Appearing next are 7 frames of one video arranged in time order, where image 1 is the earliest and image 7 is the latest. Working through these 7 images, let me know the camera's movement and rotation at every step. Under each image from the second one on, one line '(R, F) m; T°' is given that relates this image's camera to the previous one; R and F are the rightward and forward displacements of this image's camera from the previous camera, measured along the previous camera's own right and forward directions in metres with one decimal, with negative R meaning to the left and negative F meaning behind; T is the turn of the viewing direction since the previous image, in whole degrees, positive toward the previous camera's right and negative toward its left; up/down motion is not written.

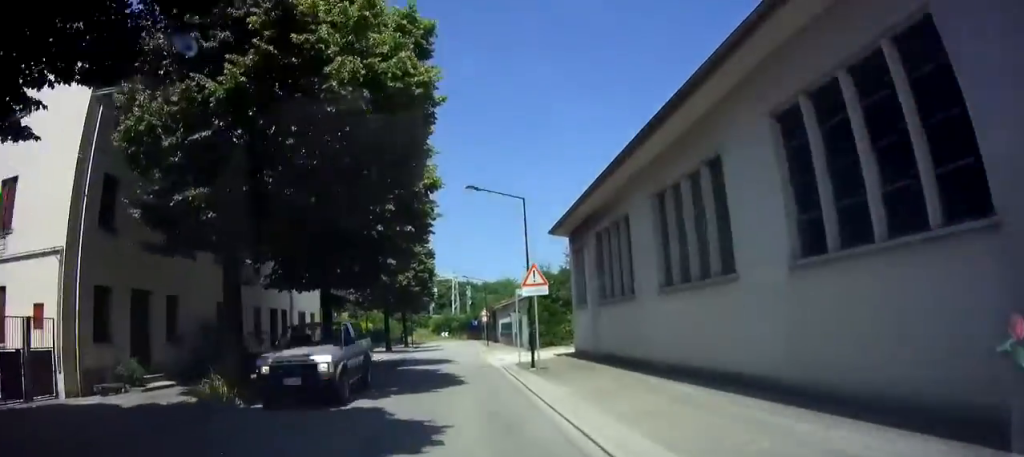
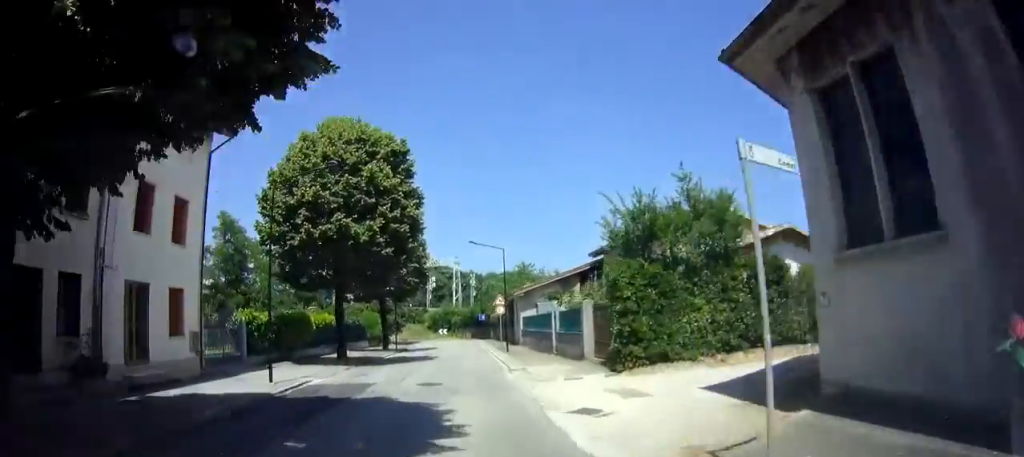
(0.0, +17.2) m; +1°
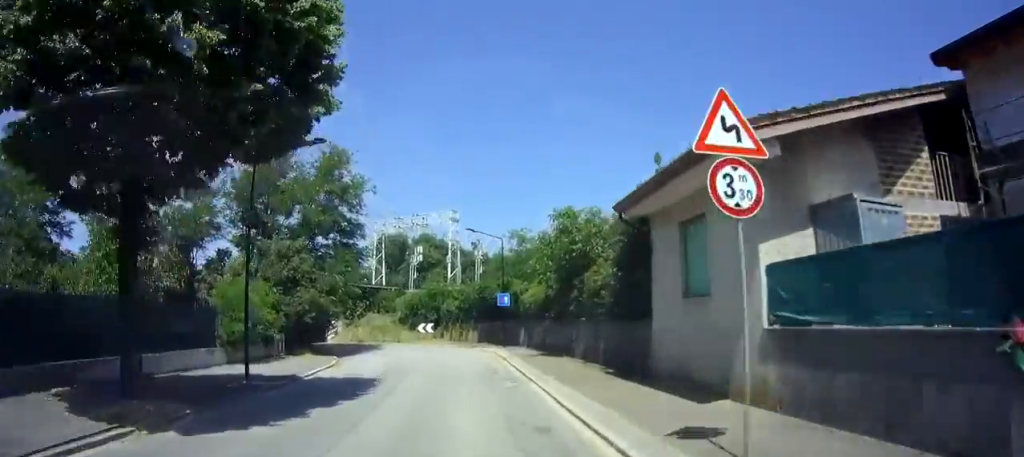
(+0.1, +31.5) m; -1°
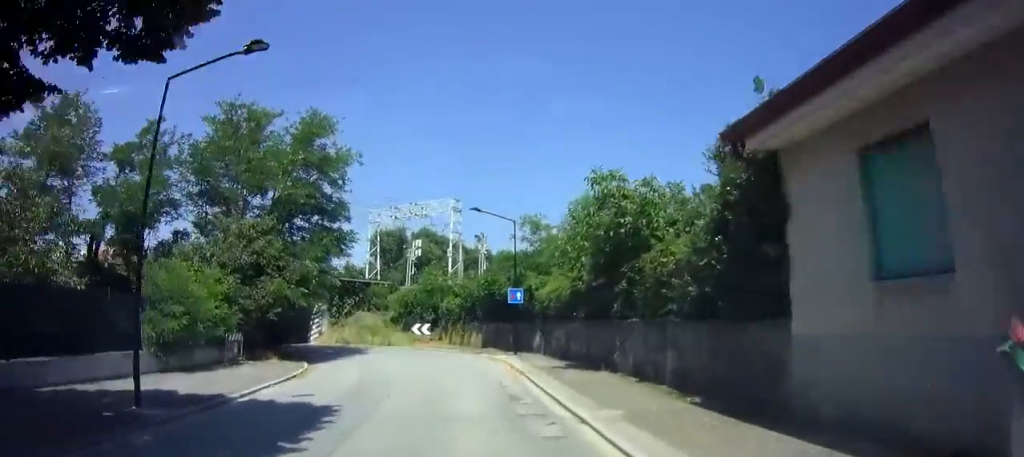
(0.0, +5.1) m; 0°
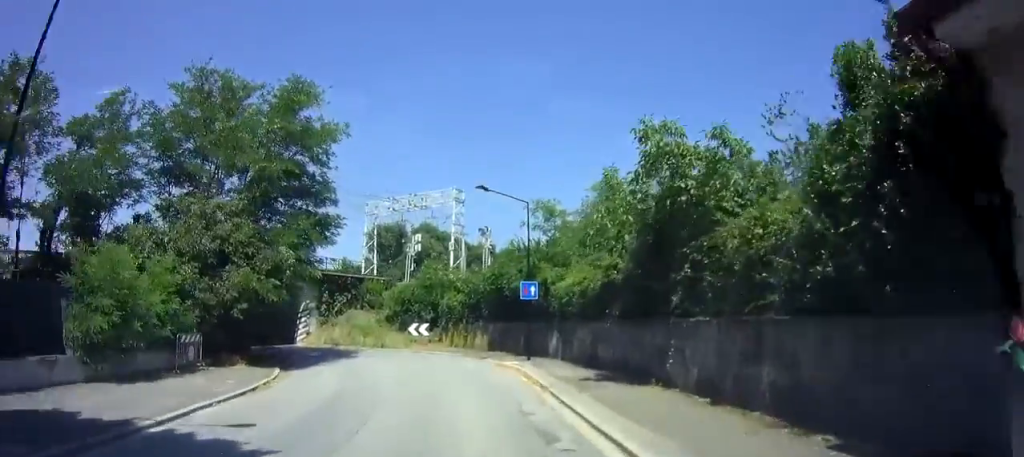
(0.0, +3.6) m; 0°
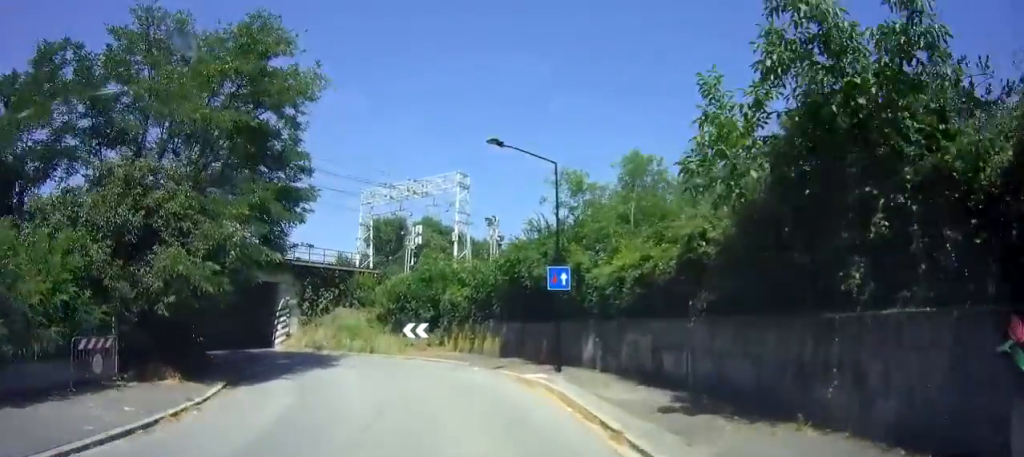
(0.0, +4.9) m; -1°
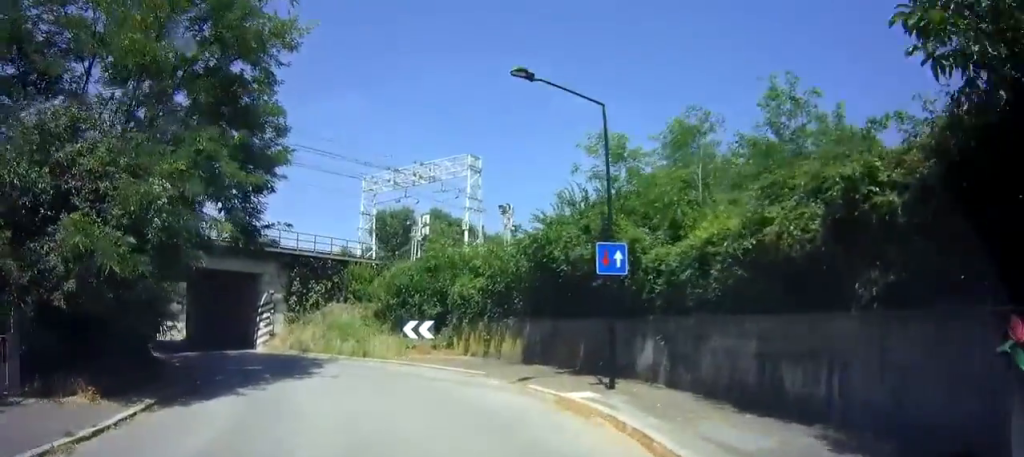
(+0.1, +4.5) m; -2°
